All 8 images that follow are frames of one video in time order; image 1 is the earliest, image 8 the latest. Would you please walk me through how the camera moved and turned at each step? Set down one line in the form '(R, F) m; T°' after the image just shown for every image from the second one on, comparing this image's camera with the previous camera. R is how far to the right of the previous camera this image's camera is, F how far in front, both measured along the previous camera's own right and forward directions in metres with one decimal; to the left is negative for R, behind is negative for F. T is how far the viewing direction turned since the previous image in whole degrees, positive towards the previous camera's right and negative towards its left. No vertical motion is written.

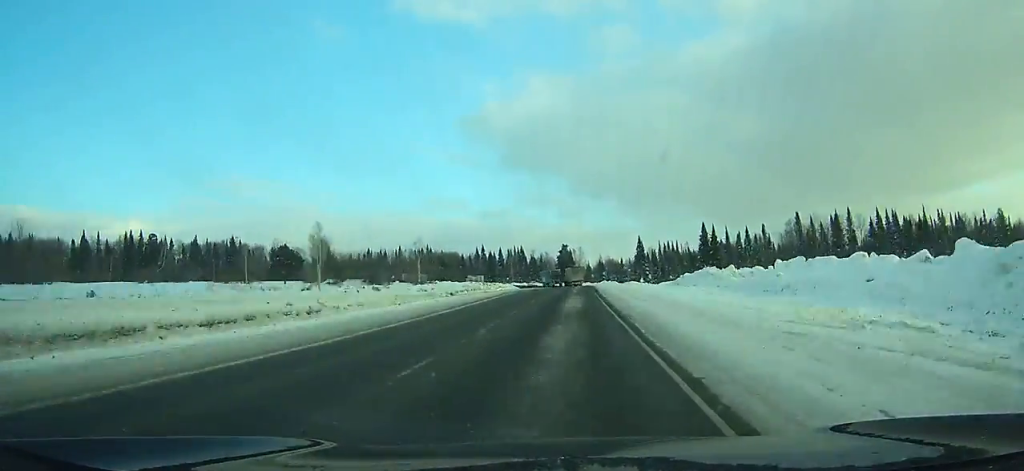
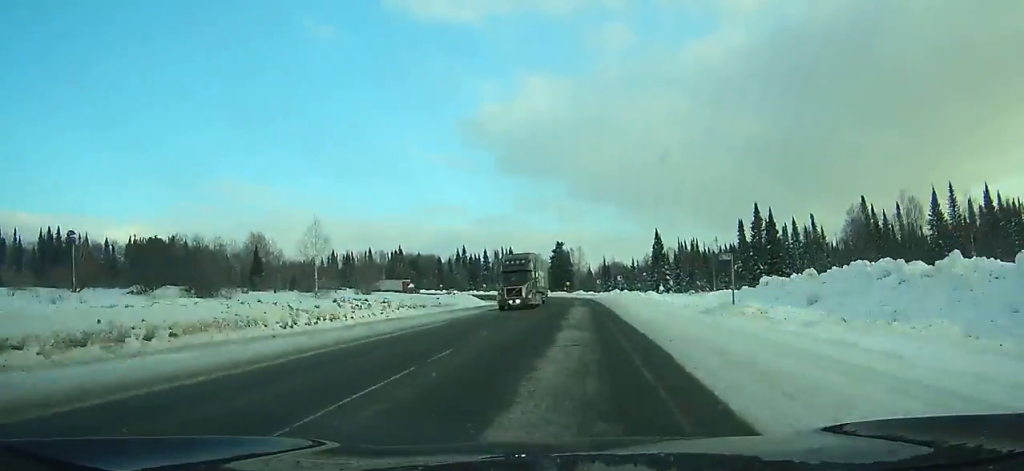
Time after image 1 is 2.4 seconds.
(+0.5, +47.9) m; 0°
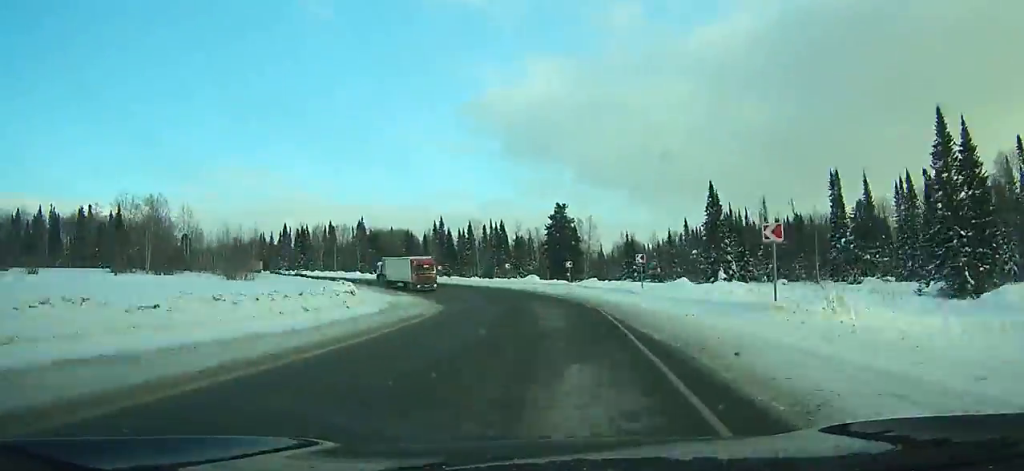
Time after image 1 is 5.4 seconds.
(-0.5, +58.2) m; -5°
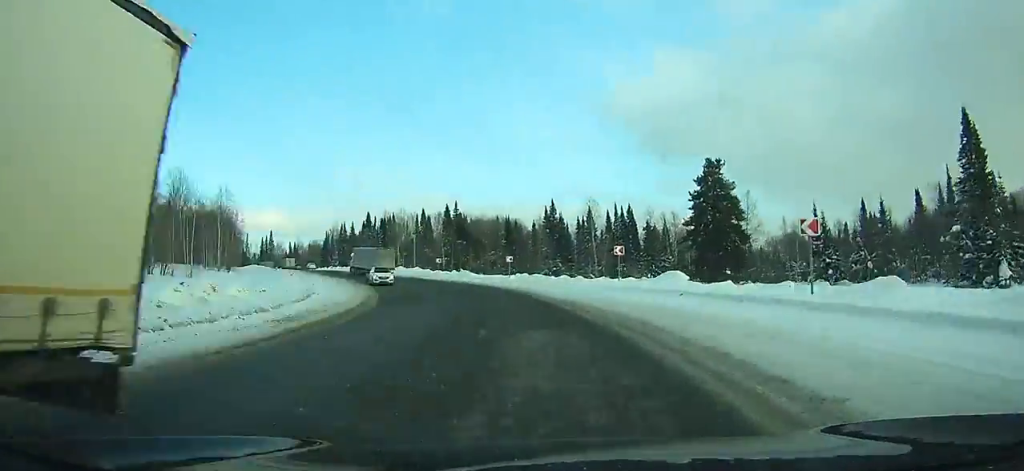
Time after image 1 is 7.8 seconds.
(-2.8, +44.2) m; -11°
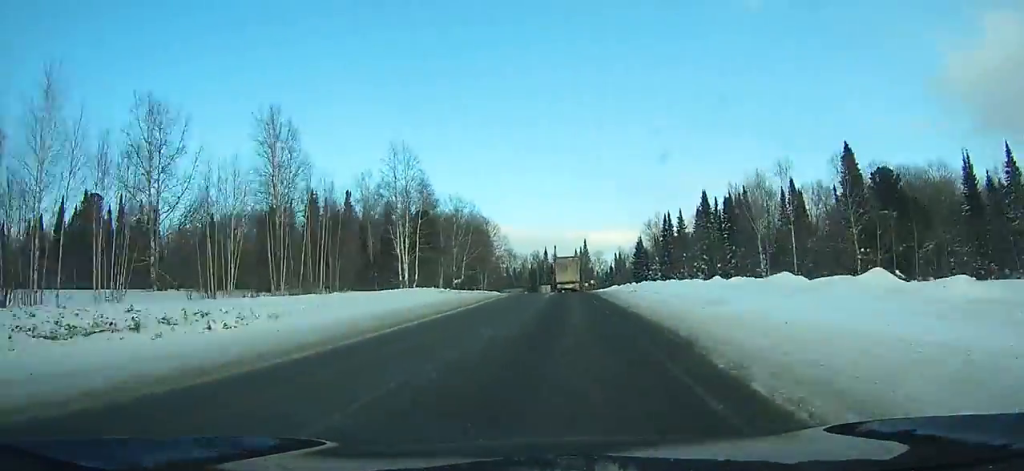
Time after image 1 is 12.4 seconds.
(-18.7, +77.4) m; -25°
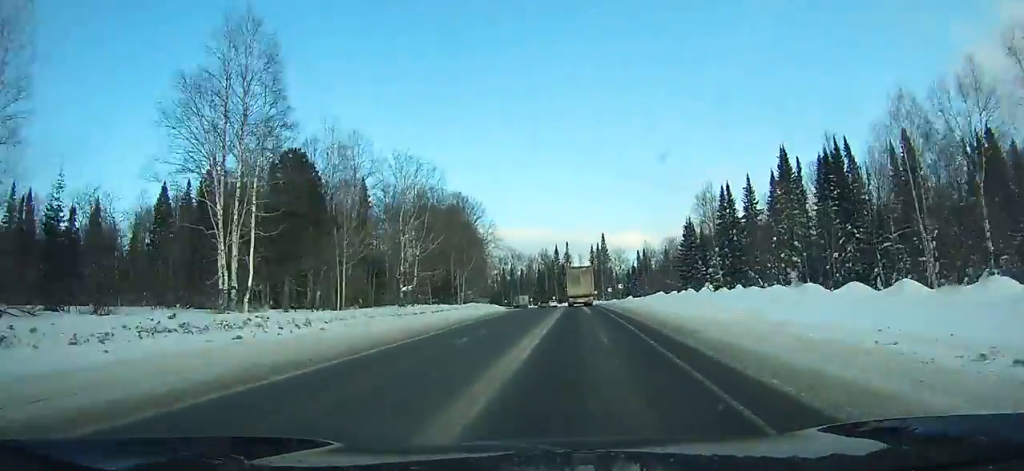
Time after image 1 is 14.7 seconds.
(-2.1, +39.6) m; -8°
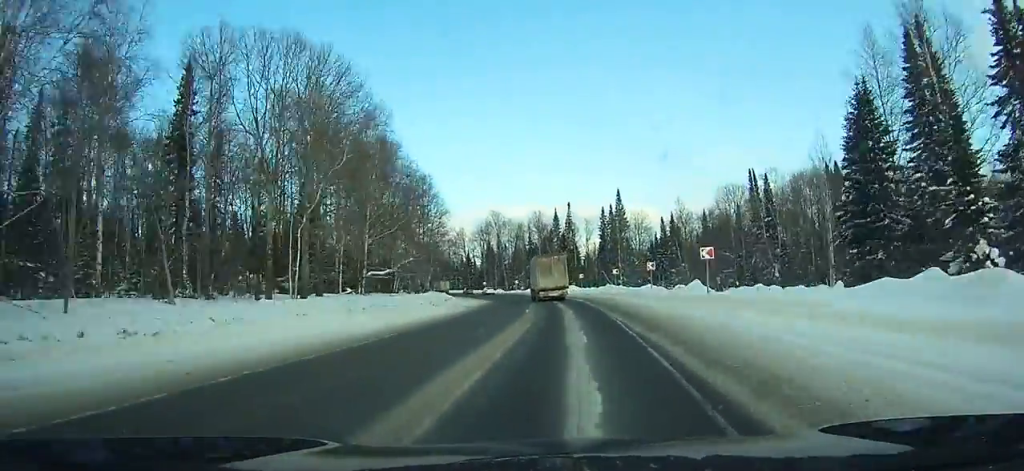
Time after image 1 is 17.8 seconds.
(-6.1, +52.8) m; -3°
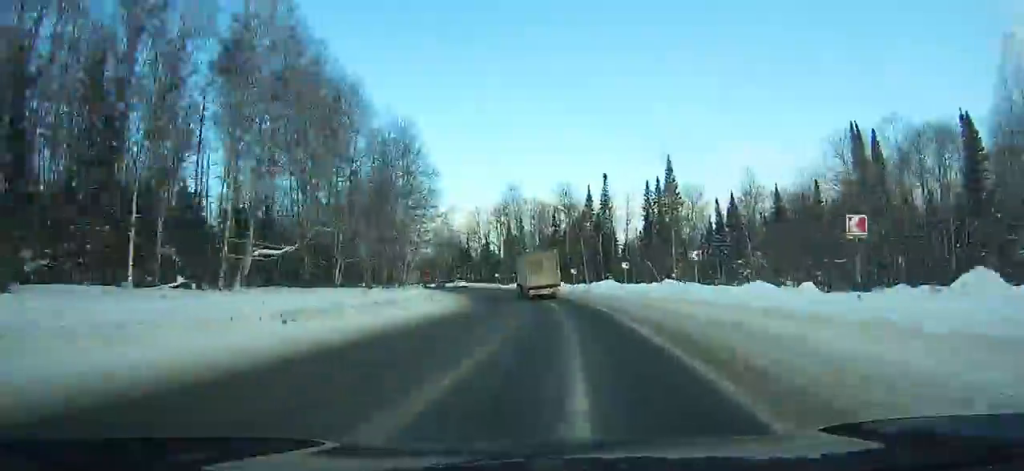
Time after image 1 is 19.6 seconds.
(+1.6, +32.6) m; -2°
